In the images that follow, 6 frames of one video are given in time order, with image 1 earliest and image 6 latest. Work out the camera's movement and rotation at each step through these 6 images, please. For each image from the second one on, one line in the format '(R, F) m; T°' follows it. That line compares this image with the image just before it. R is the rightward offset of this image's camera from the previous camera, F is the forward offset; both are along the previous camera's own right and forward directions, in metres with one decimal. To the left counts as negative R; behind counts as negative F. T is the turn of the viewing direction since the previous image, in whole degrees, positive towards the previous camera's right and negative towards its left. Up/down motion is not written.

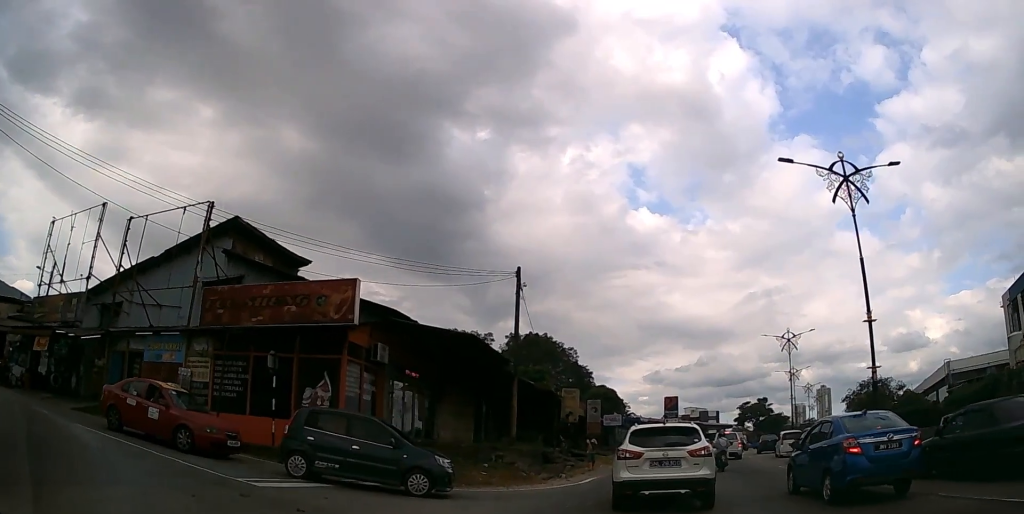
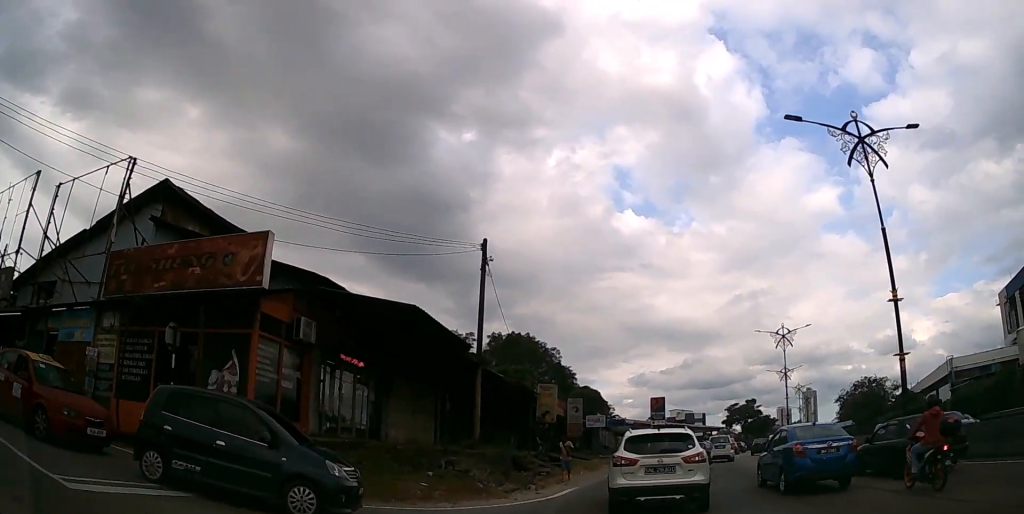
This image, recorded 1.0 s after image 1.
(+0.1, +3.7) m; +3°
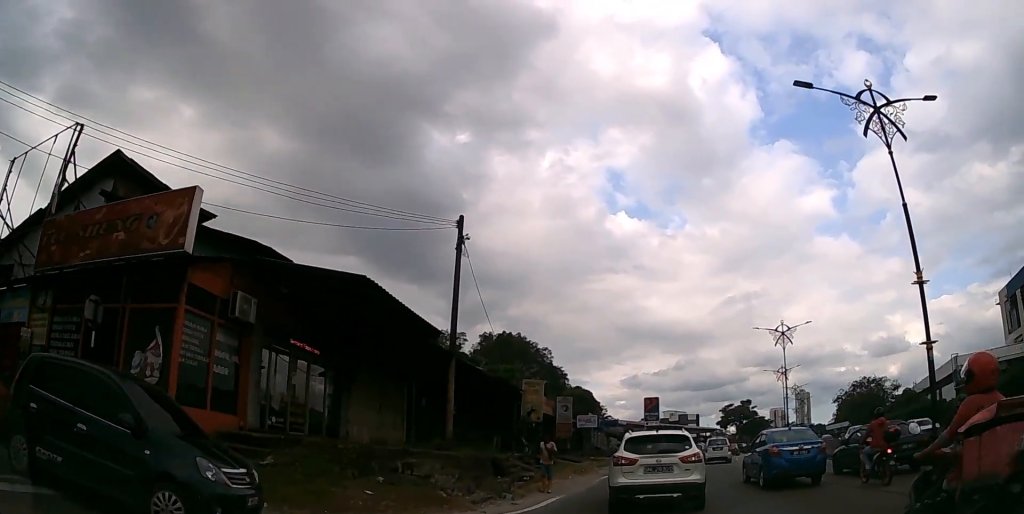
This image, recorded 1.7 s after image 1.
(+0.1, +2.3) m; +2°
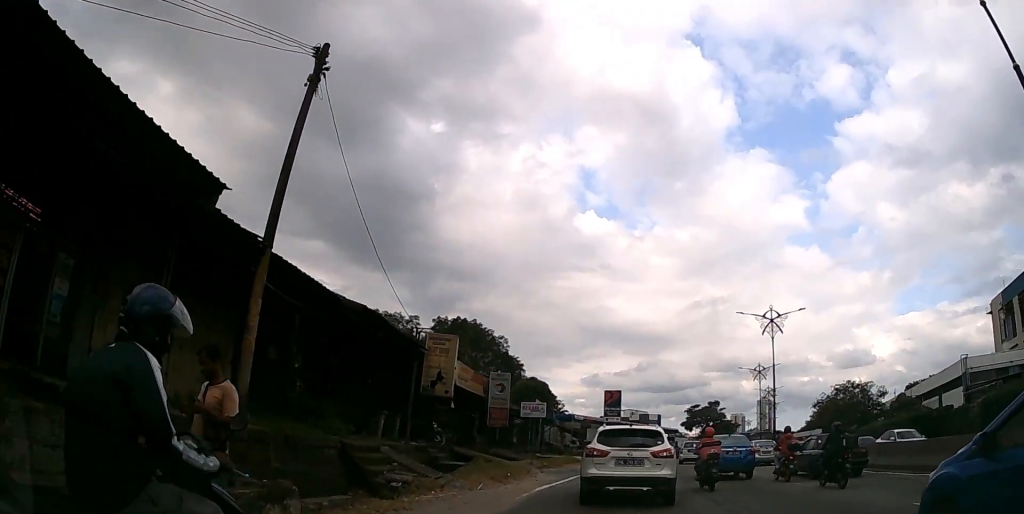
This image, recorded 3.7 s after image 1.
(+0.1, +8.0) m; +3°
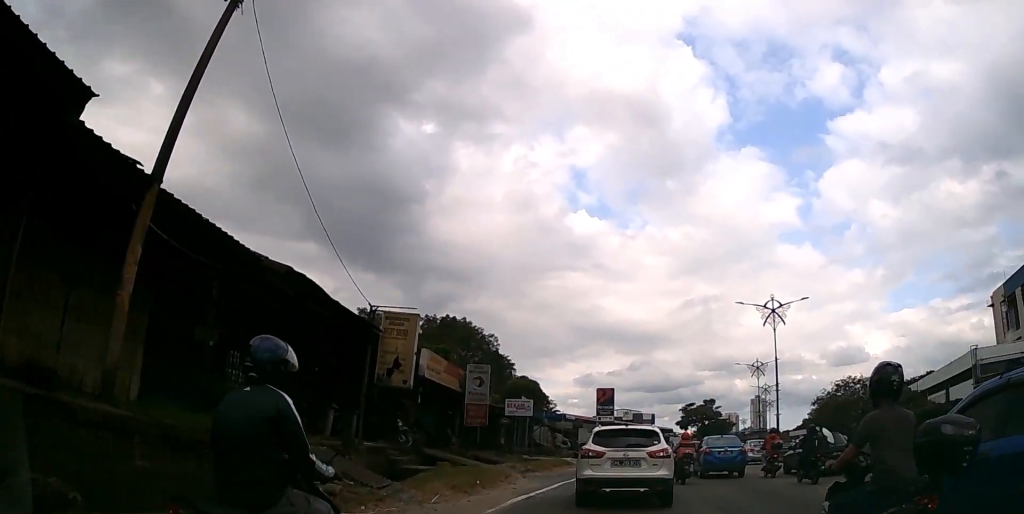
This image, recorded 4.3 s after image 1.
(+0.1, +2.9) m; +1°
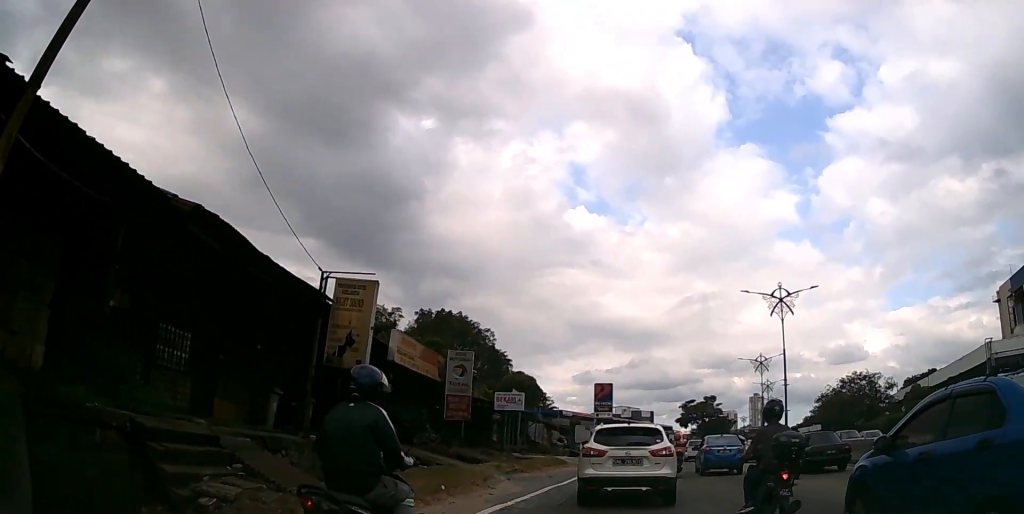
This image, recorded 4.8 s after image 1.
(+0.1, +2.7) m; +1°
